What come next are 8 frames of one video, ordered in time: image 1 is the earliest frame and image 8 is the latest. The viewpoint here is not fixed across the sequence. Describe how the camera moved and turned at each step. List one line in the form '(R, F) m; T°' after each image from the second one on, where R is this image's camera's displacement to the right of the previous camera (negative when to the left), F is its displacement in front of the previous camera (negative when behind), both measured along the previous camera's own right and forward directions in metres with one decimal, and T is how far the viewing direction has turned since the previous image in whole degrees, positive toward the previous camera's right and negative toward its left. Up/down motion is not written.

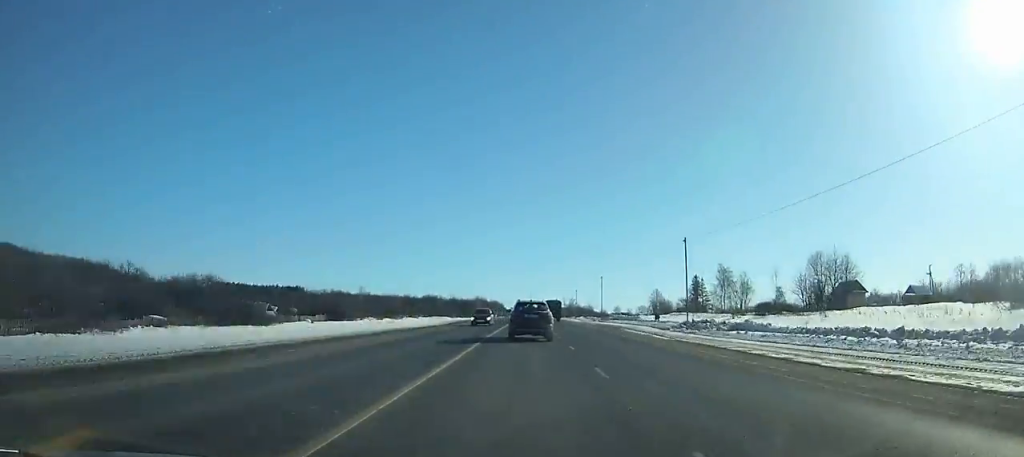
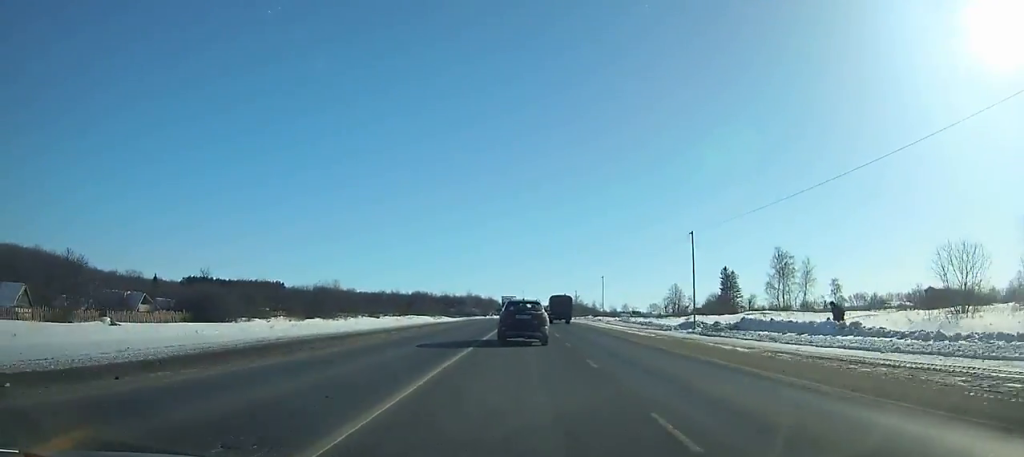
(-0.3, +44.6) m; 0°
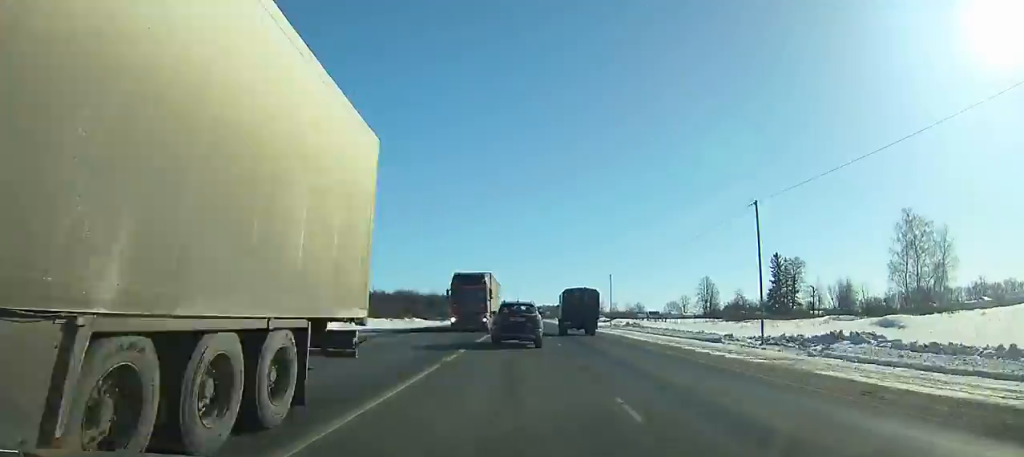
(+0.6, +56.3) m; +1°
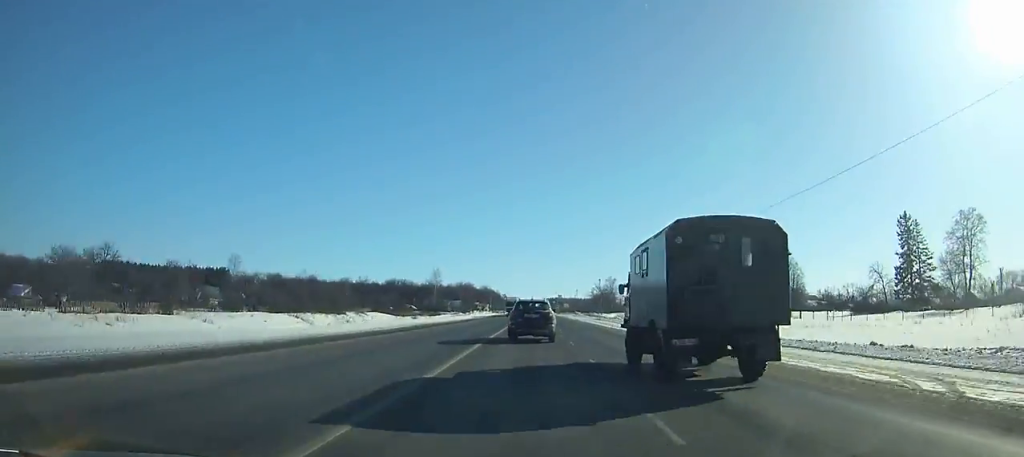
(+0.3, +66.4) m; 0°
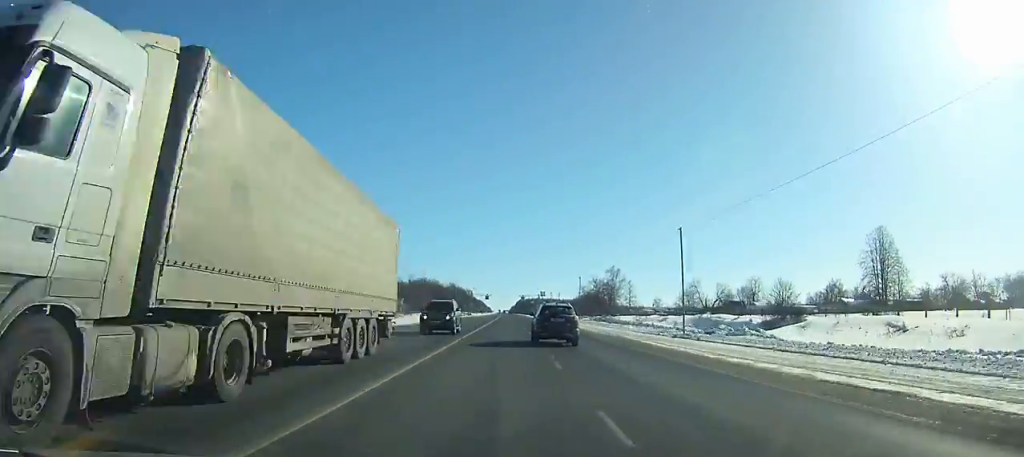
(0.0, +54.6) m; 0°
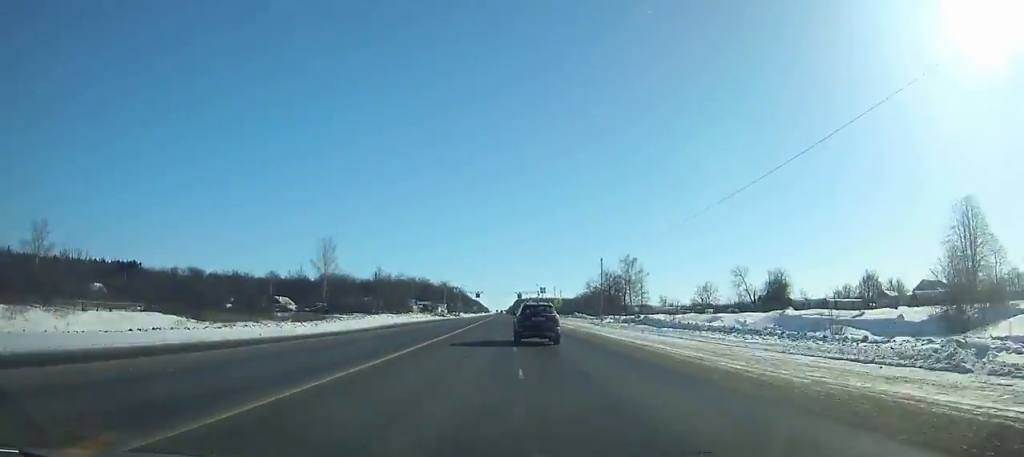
(+0.2, +26.3) m; 0°
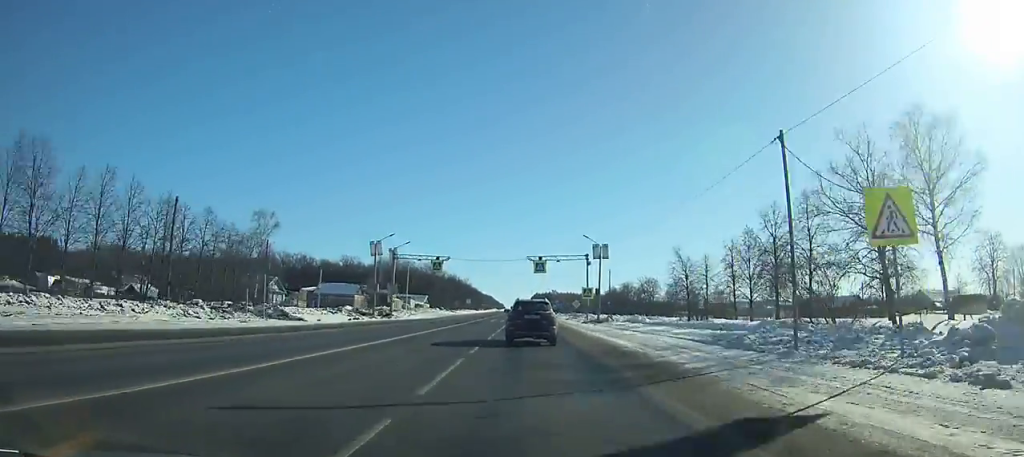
(-0.4, +90.6) m; -1°
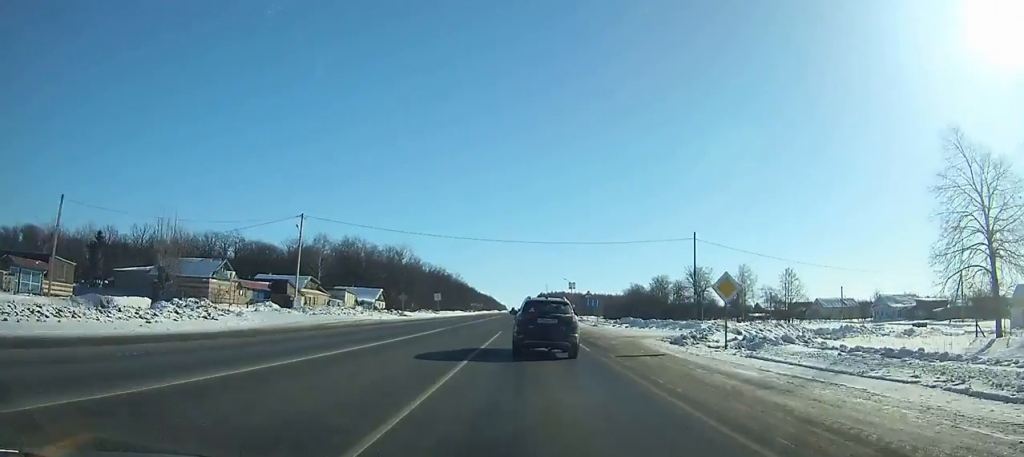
(-0.8, +61.5) m; -1°
